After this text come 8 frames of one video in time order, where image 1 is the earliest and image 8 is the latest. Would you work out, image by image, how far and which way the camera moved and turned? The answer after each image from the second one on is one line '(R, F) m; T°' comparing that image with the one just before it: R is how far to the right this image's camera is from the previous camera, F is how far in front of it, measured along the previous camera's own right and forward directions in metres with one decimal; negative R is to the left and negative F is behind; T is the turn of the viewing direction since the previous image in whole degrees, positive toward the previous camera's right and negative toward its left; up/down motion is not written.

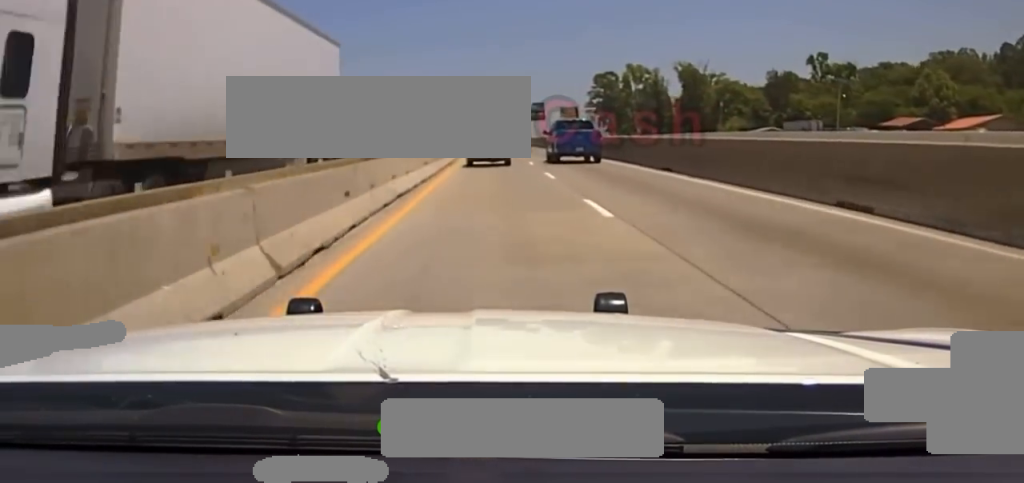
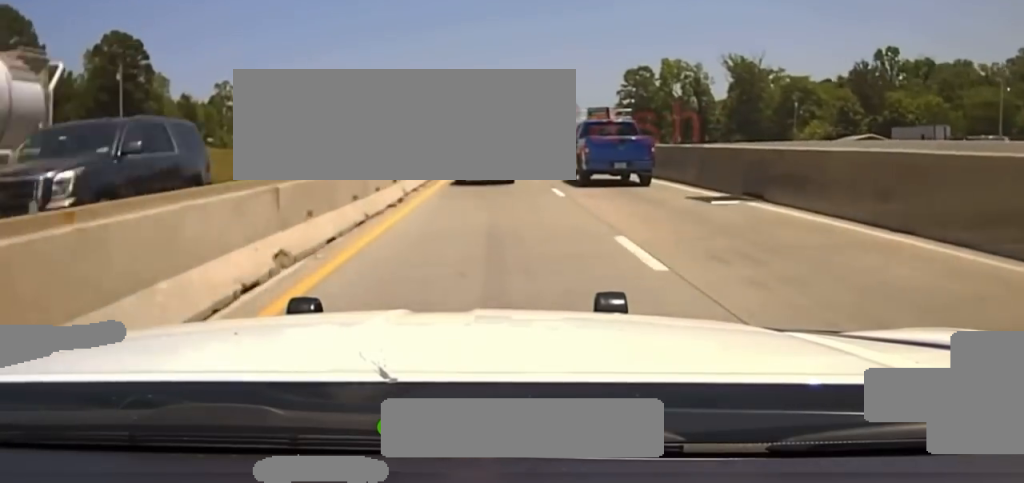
(-0.4, +40.4) m; -1°
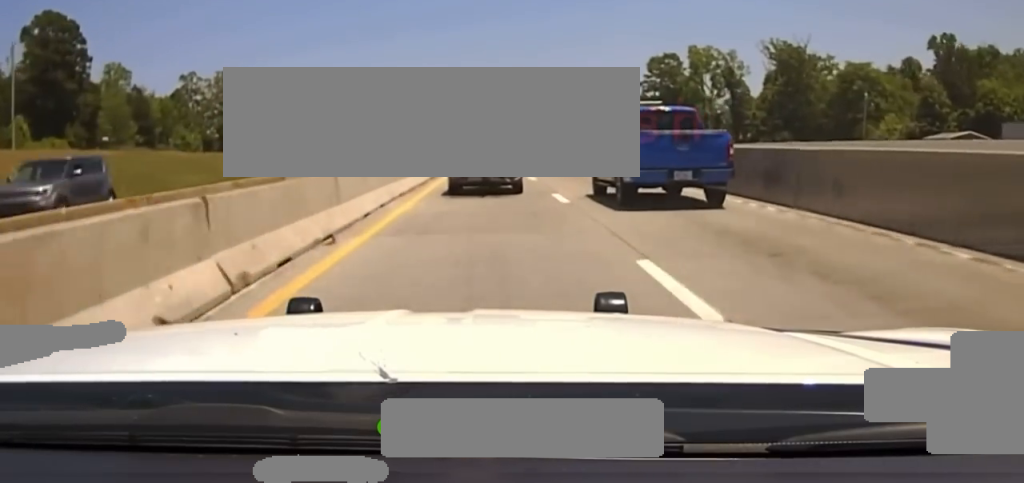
(-0.1, +26.0) m; 0°
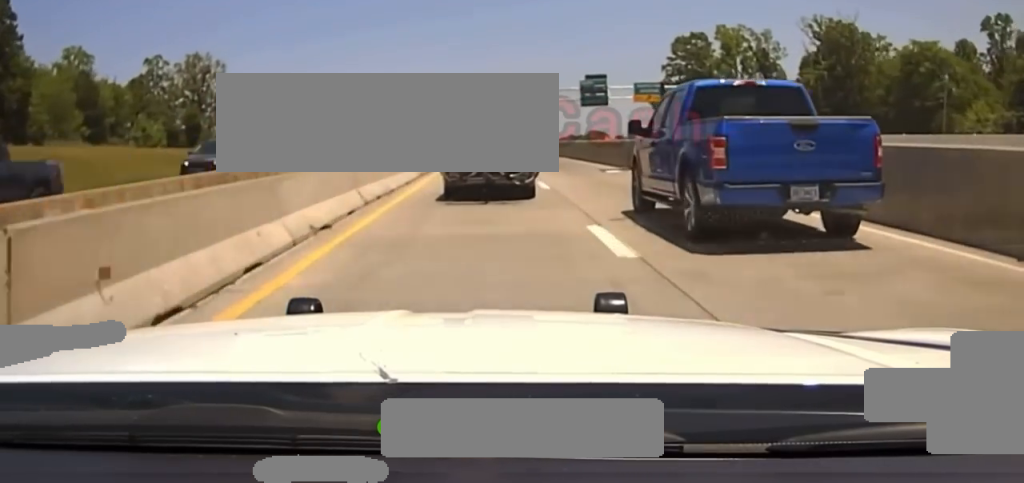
(0.0, +20.2) m; 0°
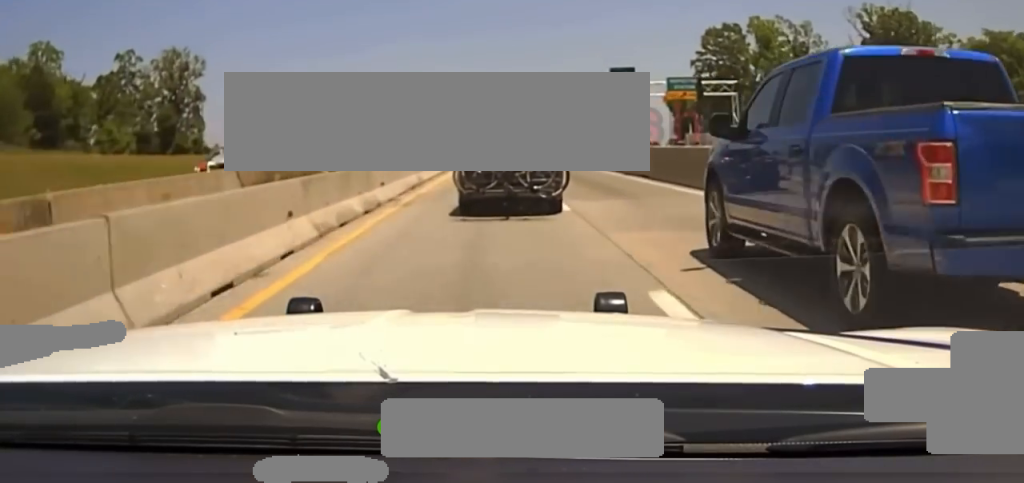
(0.0, +16.8) m; 0°
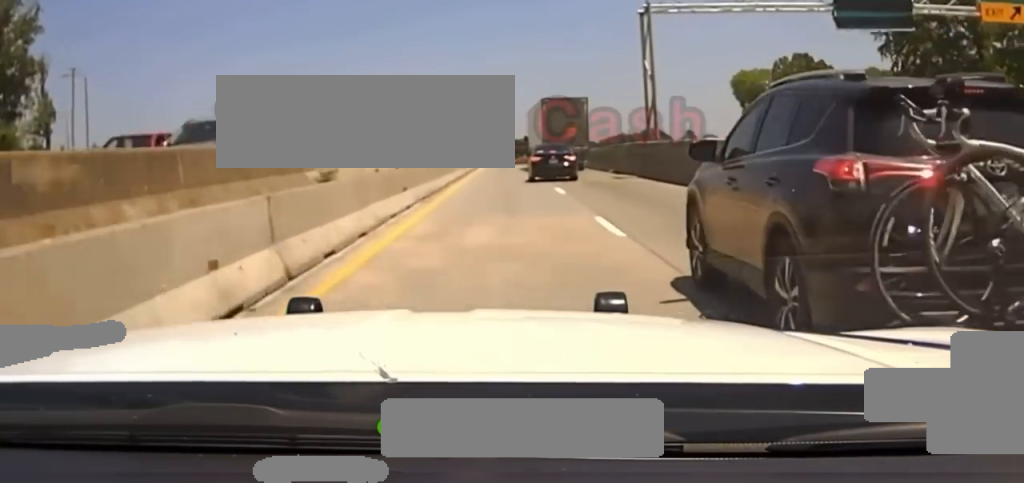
(-1.4, +64.0) m; -2°
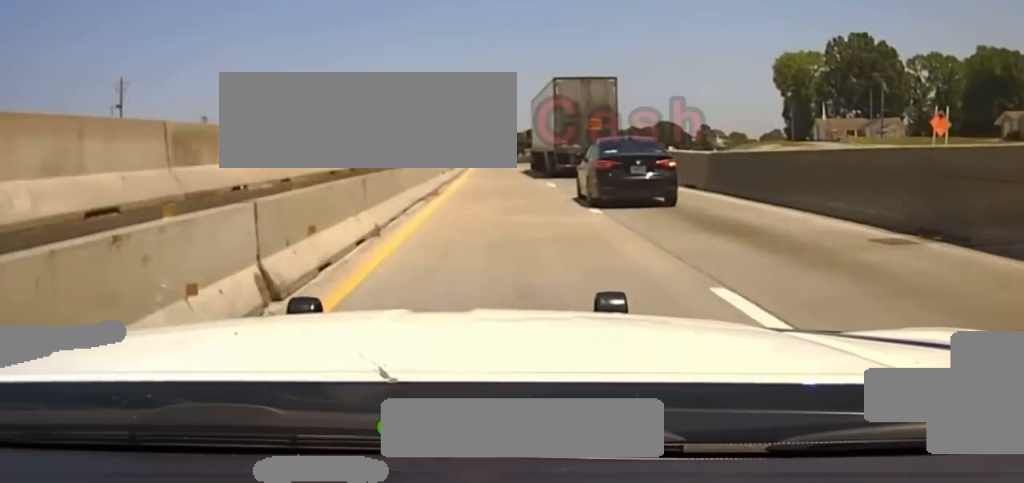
(-0.1, +46.8) m; 0°
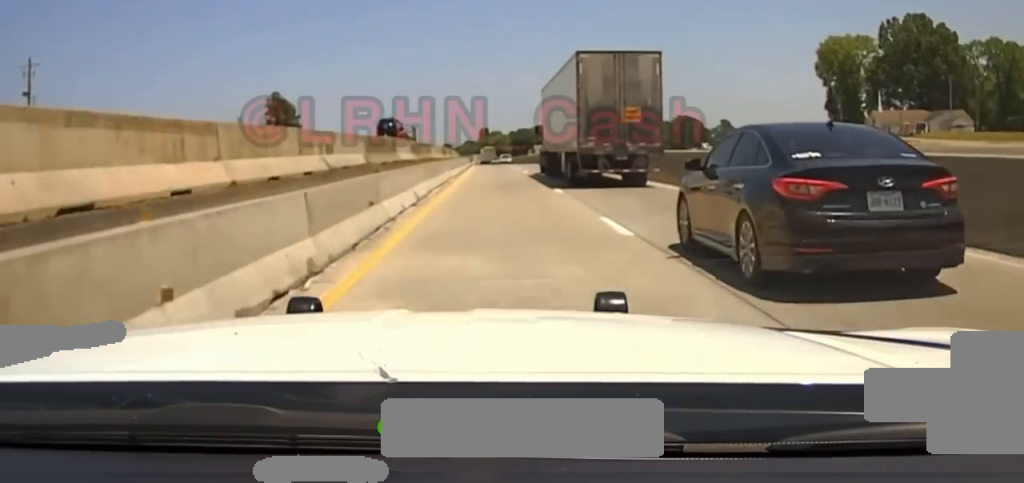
(0.0, +30.6) m; 0°
